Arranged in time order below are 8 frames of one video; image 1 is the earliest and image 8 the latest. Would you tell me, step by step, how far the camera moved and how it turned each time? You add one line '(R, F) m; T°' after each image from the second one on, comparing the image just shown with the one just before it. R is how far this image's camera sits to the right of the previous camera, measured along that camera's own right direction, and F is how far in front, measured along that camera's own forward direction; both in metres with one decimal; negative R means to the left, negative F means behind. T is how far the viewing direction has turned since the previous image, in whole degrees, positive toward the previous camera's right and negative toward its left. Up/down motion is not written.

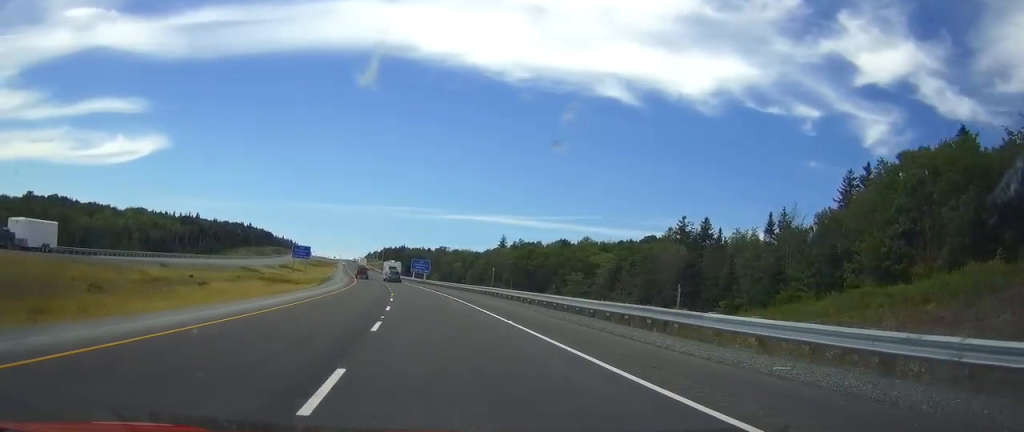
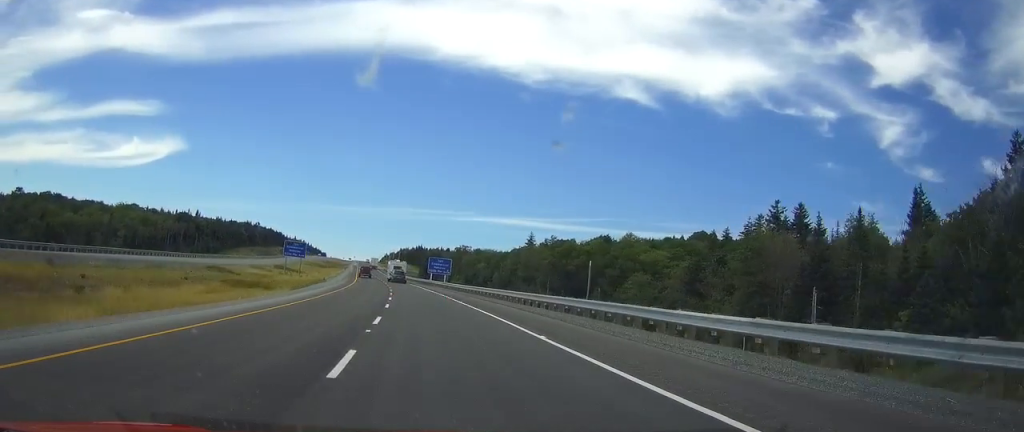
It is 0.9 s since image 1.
(0.0, +24.9) m; 0°
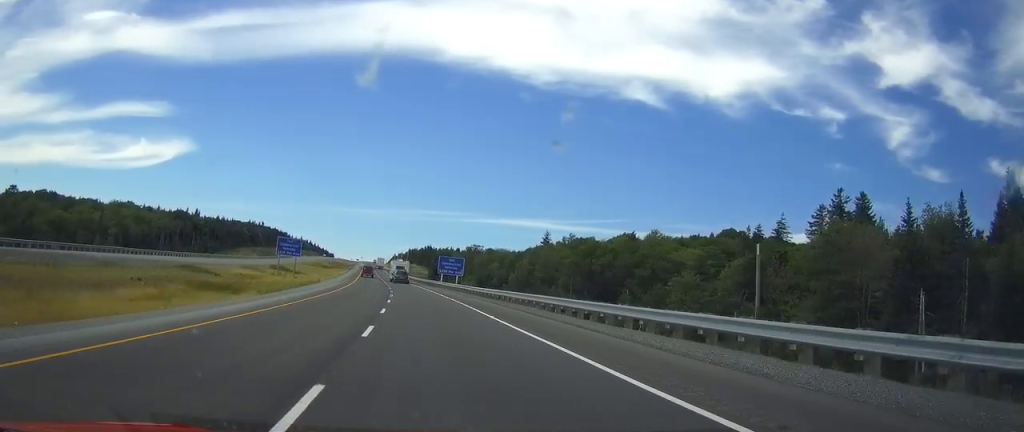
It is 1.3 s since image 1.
(0.0, +12.5) m; -1°
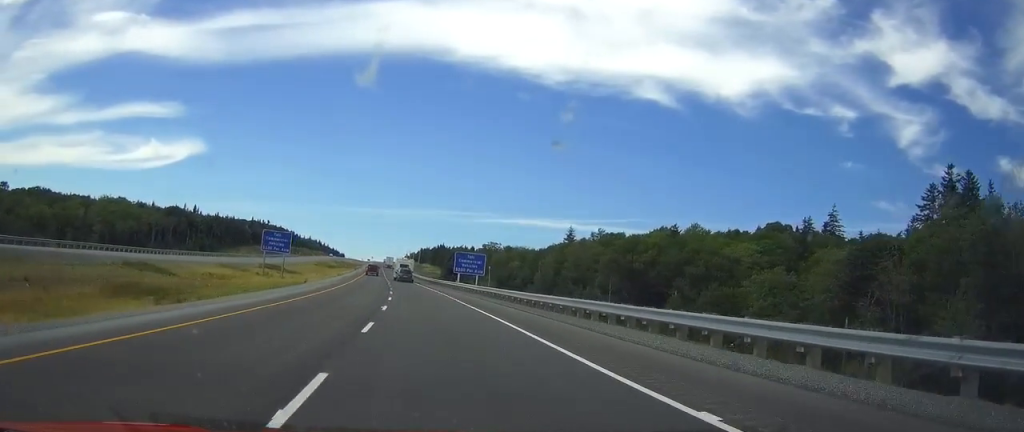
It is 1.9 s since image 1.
(+0.2, +17.3) m; -1°
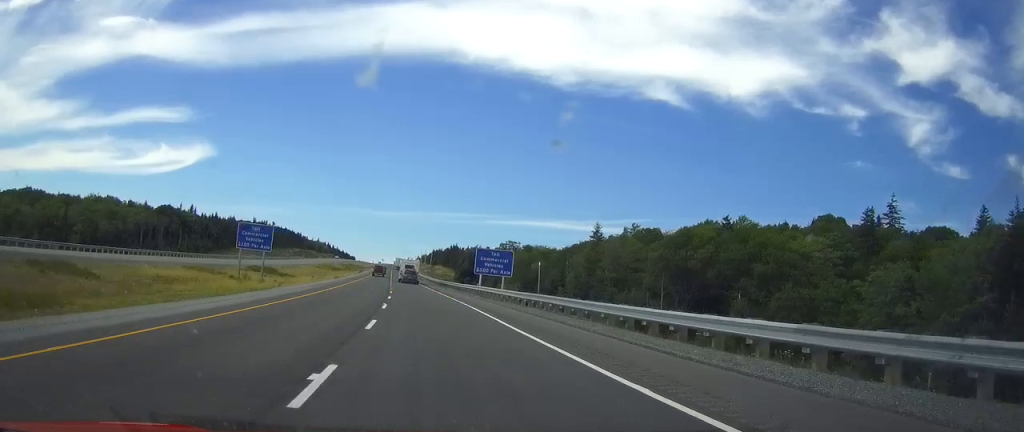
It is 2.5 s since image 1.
(-0.5, +17.4) m; -2°
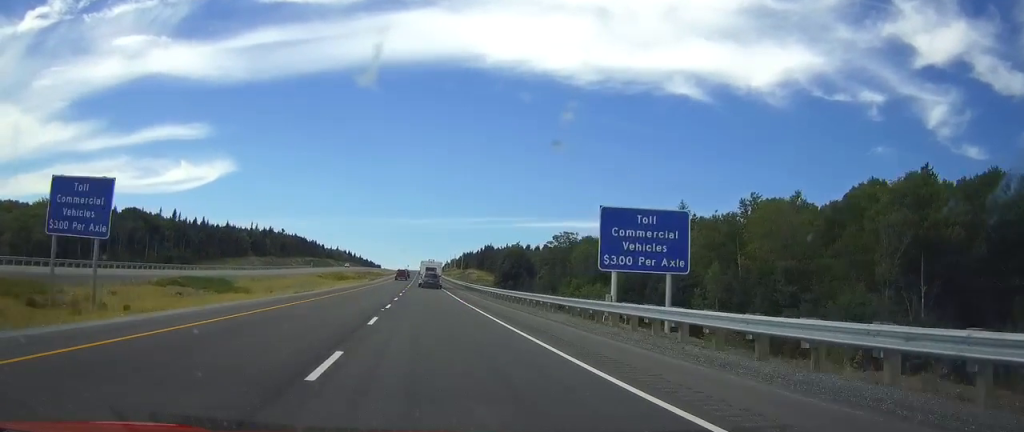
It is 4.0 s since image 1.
(-1.2, +43.8) m; -3°
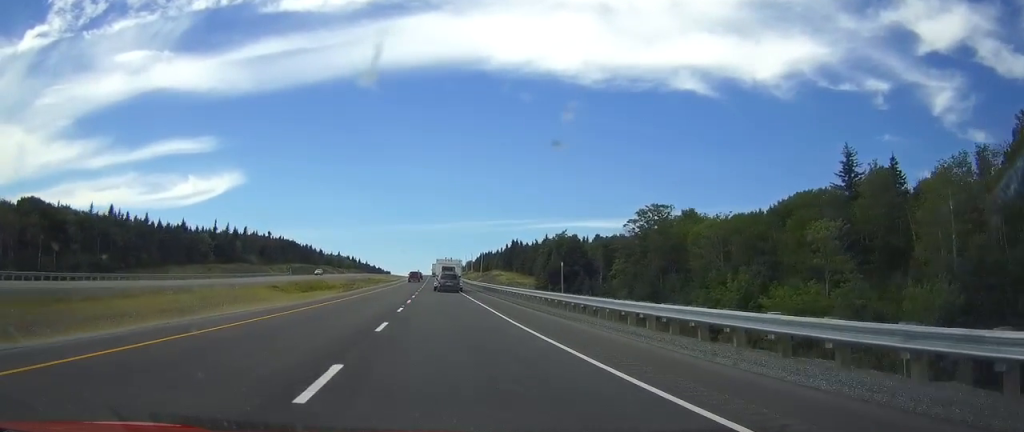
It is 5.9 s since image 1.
(-0.8, +55.6) m; -1°
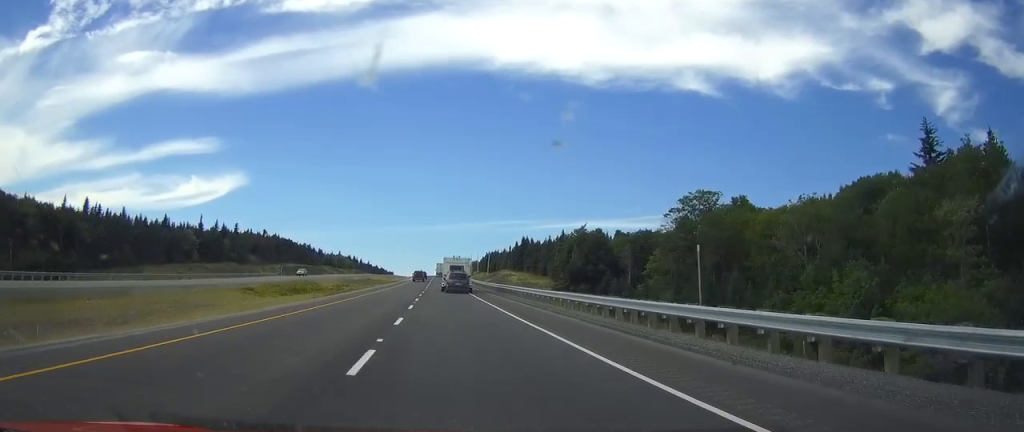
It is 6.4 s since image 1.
(-0.1, +16.2) m; 0°
